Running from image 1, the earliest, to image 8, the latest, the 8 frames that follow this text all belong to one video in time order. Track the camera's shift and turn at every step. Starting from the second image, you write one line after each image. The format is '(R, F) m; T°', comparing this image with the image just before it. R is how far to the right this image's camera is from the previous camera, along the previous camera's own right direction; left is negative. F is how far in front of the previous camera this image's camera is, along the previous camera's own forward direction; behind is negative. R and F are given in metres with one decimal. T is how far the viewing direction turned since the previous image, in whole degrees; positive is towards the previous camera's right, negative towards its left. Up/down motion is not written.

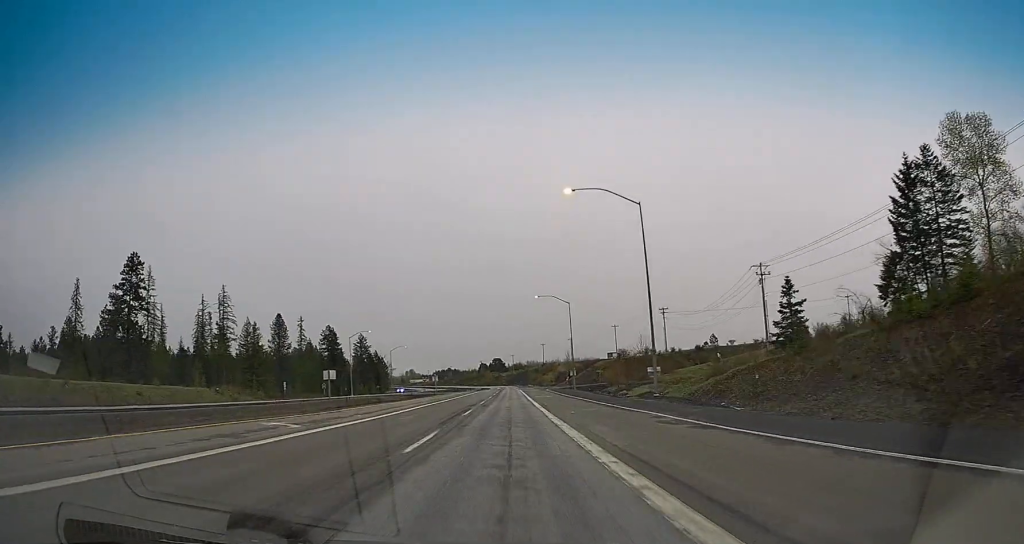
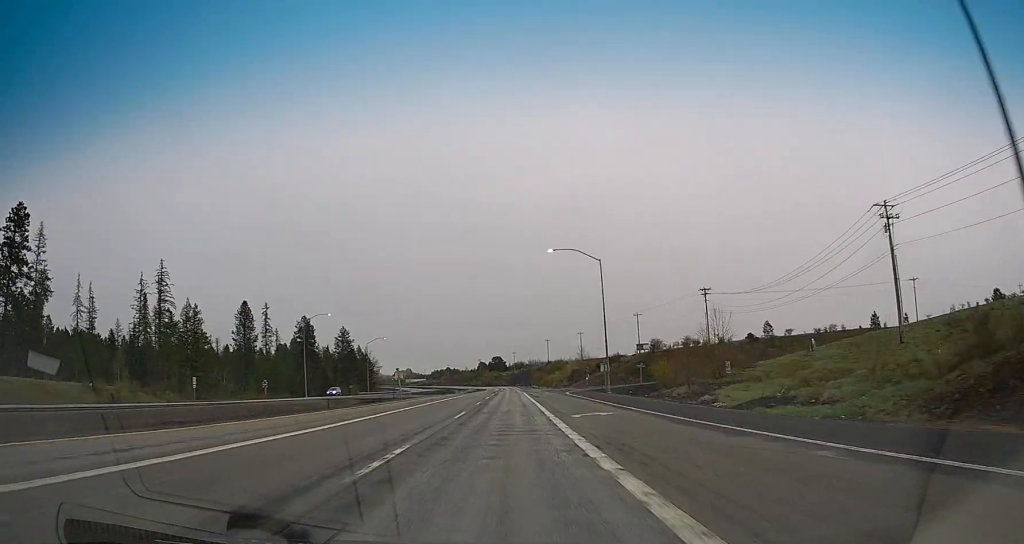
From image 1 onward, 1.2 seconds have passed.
(+0.2, +35.4) m; -1°
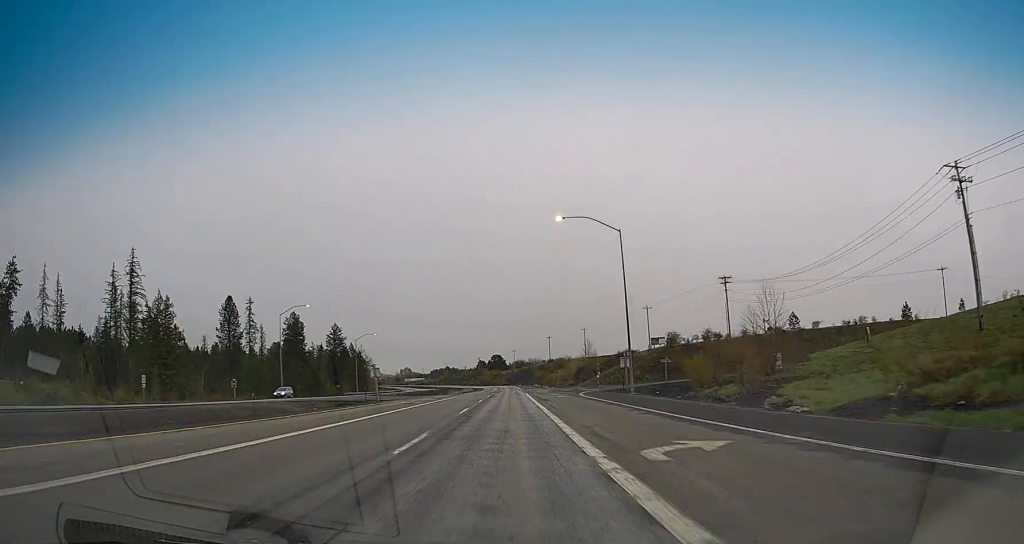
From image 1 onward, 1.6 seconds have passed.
(-0.1, +12.8) m; 0°
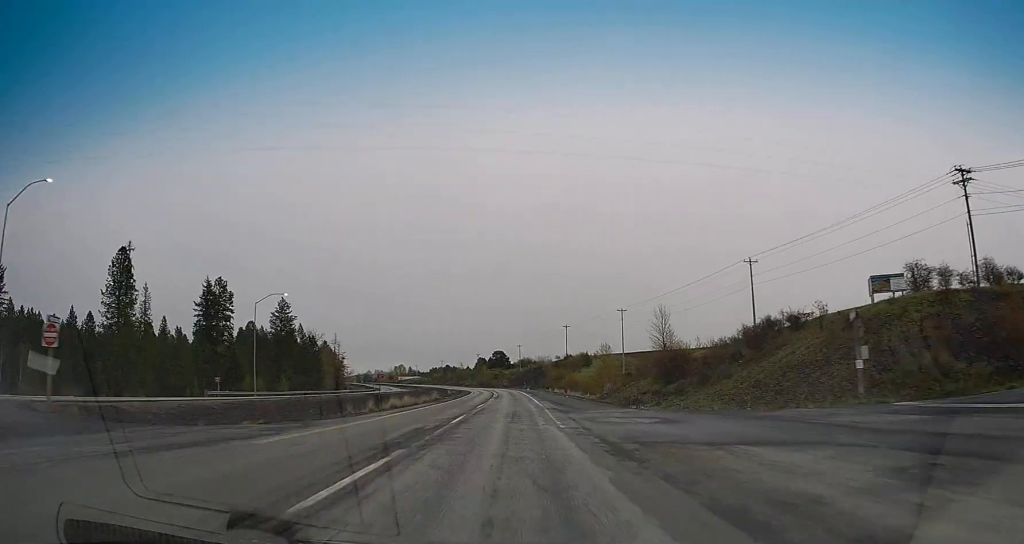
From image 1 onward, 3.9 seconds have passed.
(-0.3, +67.9) m; +1°
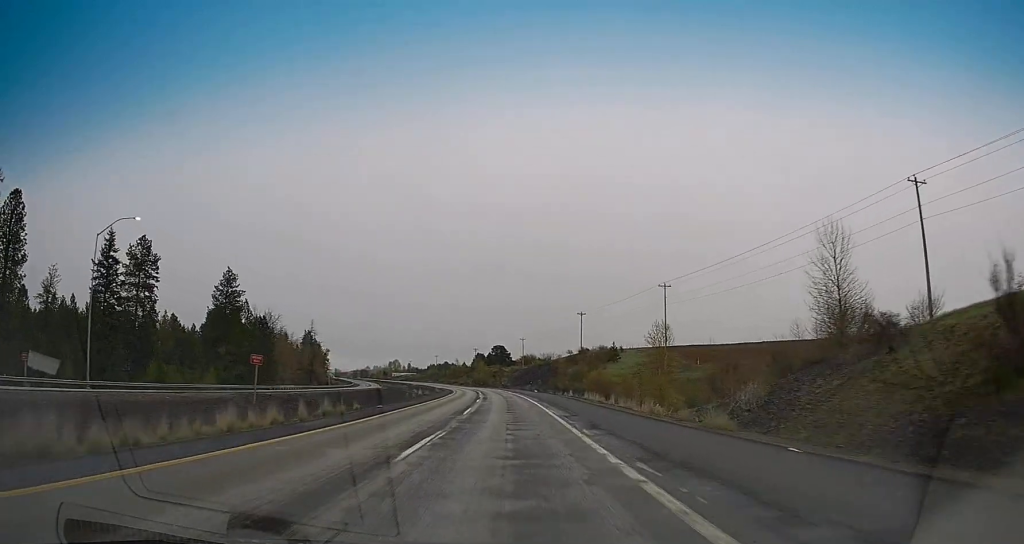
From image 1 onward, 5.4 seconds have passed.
(+0.3, +42.3) m; 0°
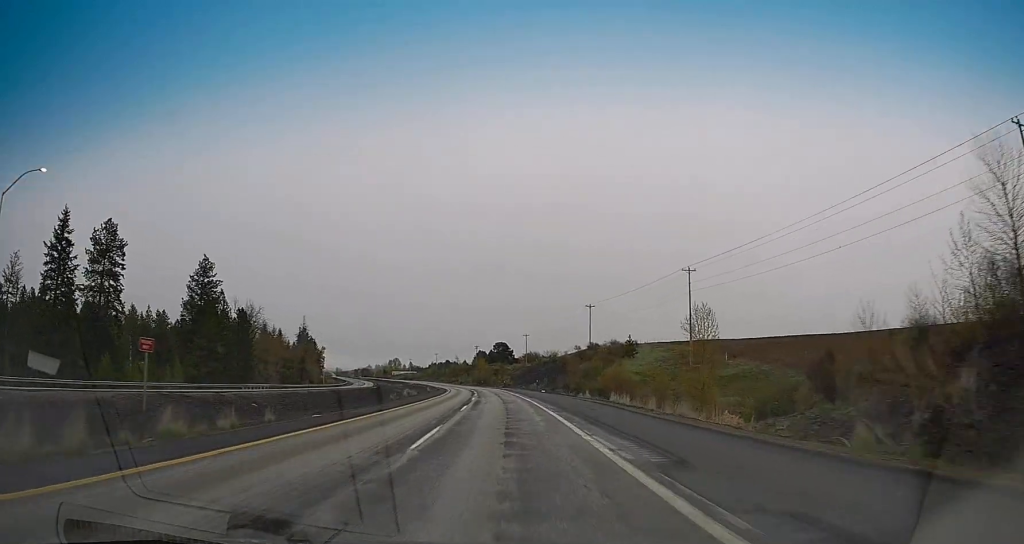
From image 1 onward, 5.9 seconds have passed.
(-0.1, +14.7) m; -1°
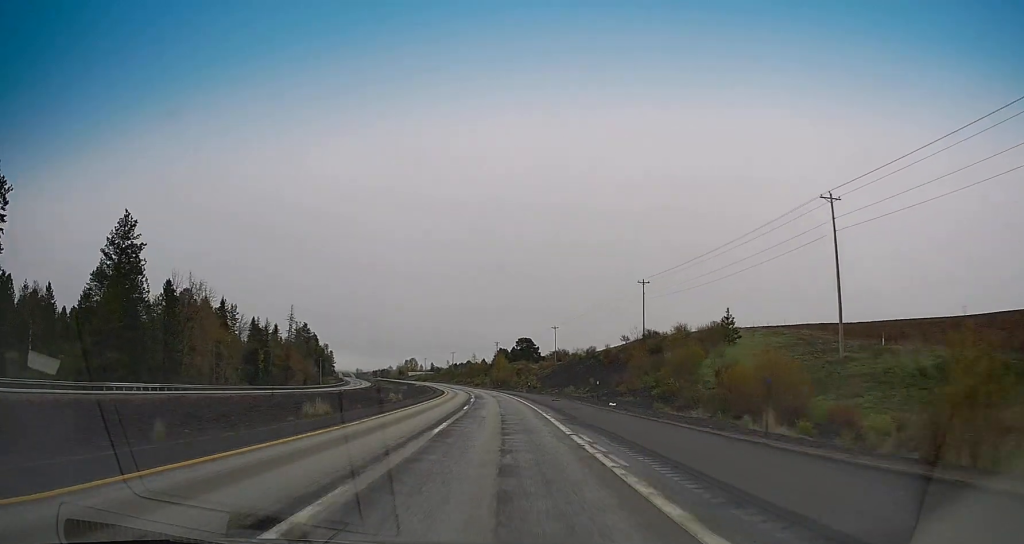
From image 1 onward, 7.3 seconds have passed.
(-0.9, +42.1) m; -1°
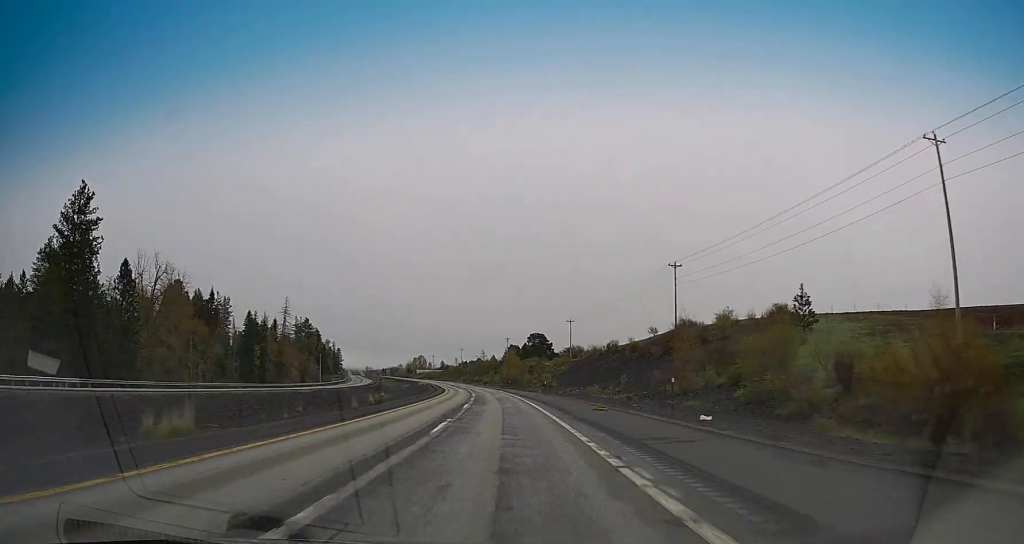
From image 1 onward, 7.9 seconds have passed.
(+0.4, +16.7) m; 0°
